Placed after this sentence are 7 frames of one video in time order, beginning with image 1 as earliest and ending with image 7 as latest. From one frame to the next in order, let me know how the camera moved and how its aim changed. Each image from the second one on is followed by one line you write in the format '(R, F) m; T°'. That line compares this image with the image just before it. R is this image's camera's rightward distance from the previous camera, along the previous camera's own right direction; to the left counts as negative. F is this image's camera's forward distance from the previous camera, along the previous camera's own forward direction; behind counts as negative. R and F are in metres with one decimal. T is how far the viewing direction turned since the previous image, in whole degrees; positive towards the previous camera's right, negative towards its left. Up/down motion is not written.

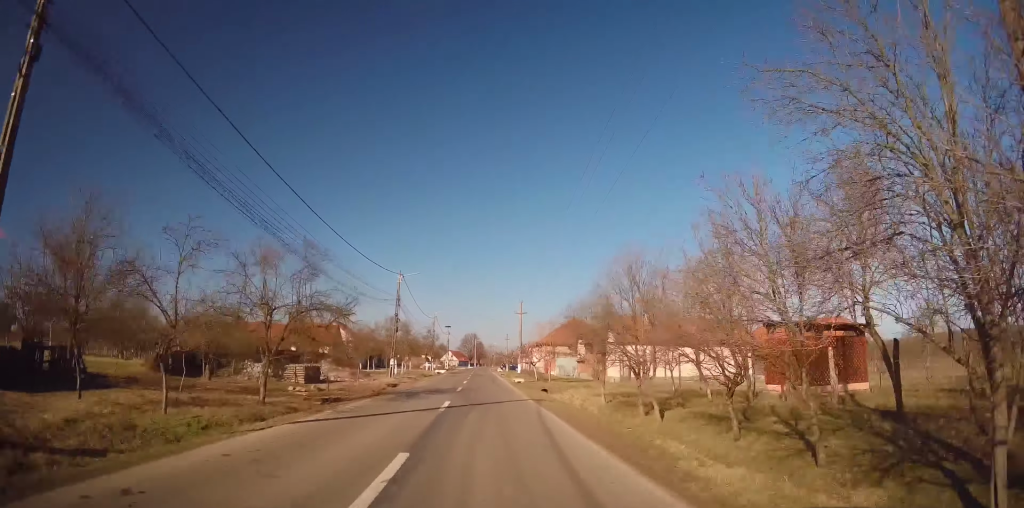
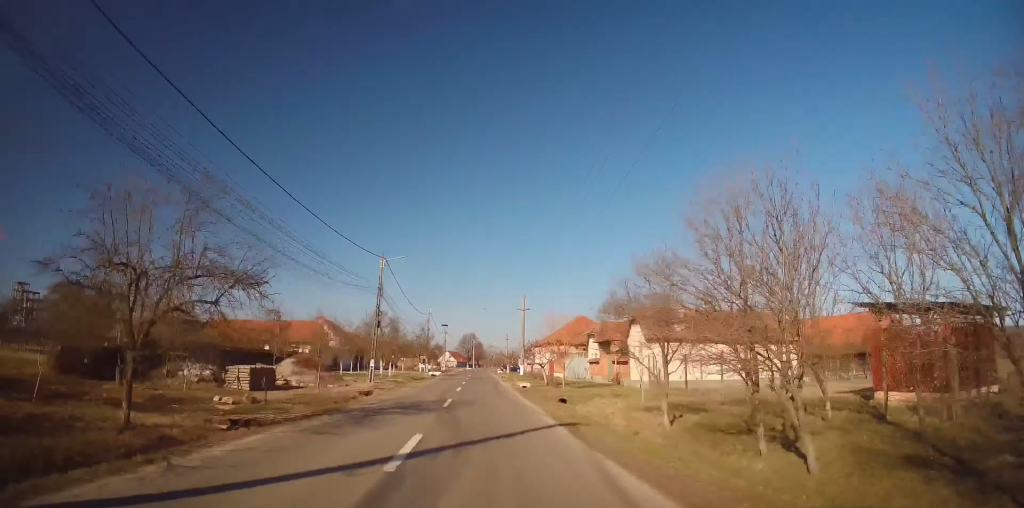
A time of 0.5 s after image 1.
(-0.4, +6.8) m; 0°
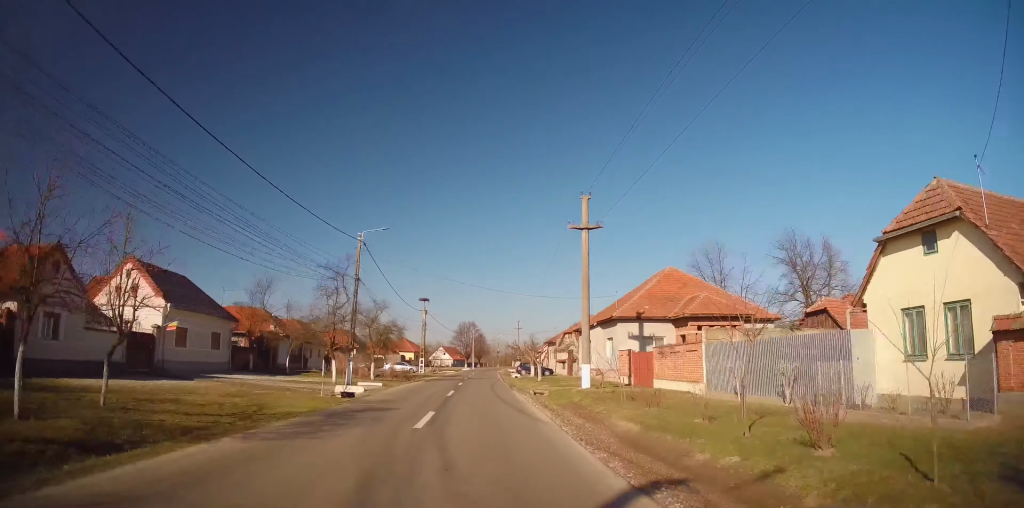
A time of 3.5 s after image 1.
(+0.8, +40.2) m; +1°
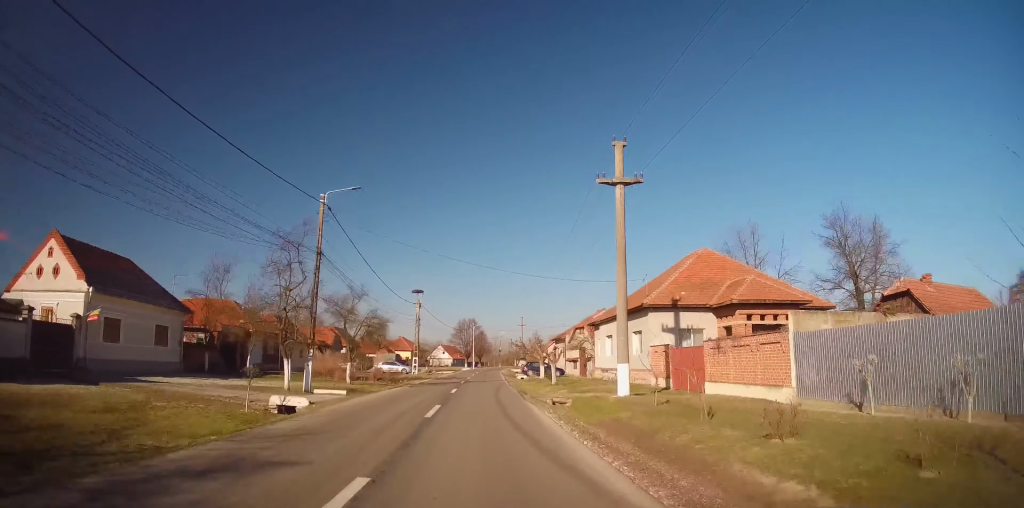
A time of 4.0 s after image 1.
(0.0, +7.7) m; 0°
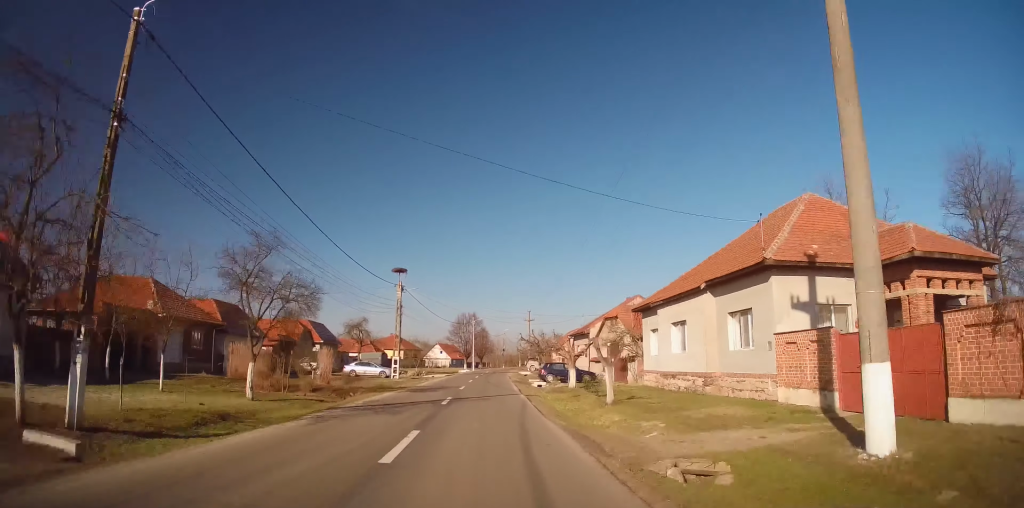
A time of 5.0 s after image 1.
(+0.1, +14.2) m; 0°
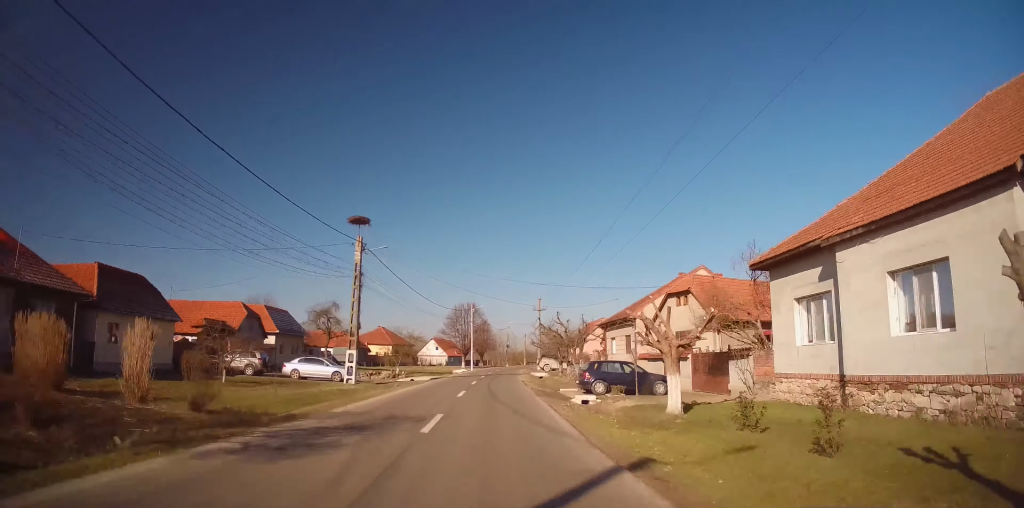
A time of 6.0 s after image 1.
(-0.1, +15.8) m; 0°
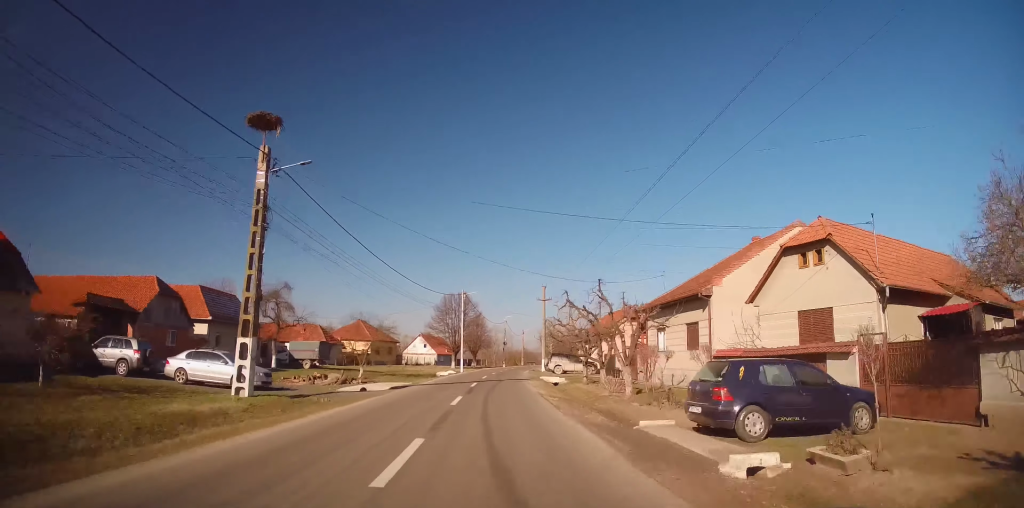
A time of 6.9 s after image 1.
(+0.1, +13.3) m; 0°
